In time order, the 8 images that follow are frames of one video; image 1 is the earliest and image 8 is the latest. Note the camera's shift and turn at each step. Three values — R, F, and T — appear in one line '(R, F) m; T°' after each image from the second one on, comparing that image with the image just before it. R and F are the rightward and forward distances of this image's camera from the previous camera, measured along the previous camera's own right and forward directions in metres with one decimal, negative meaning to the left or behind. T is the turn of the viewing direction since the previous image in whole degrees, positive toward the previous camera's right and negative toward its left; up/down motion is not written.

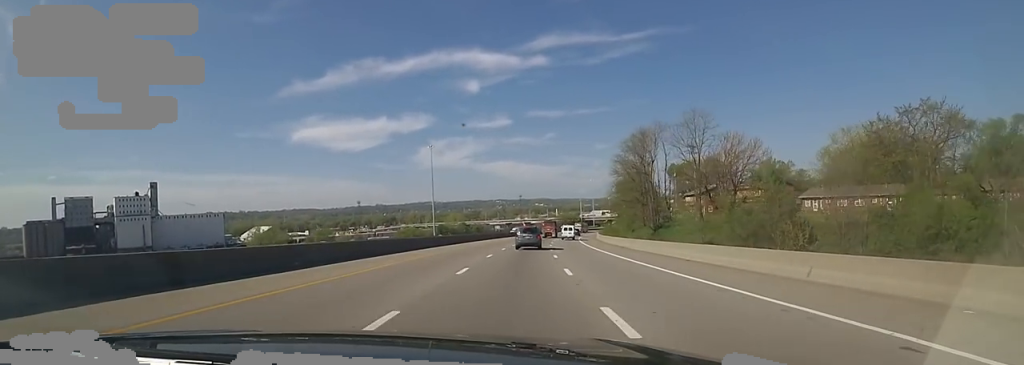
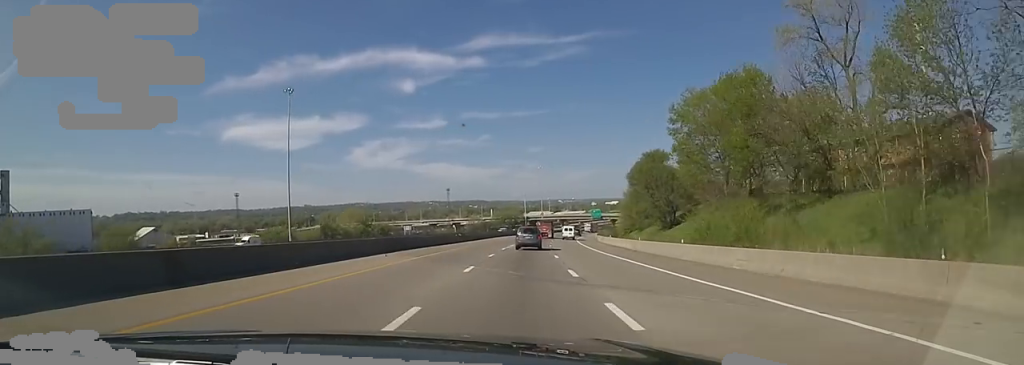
(+5.9, +78.4) m; +8°
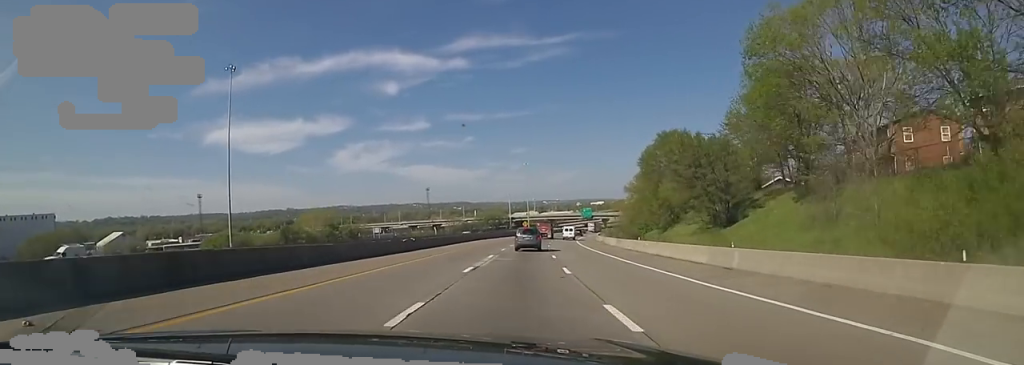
(+0.3, +19.0) m; +3°
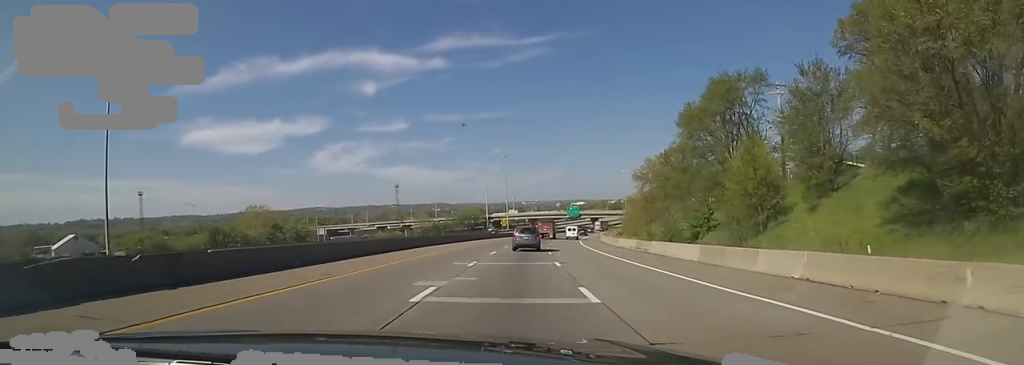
(+1.1, +27.1) m; +3°
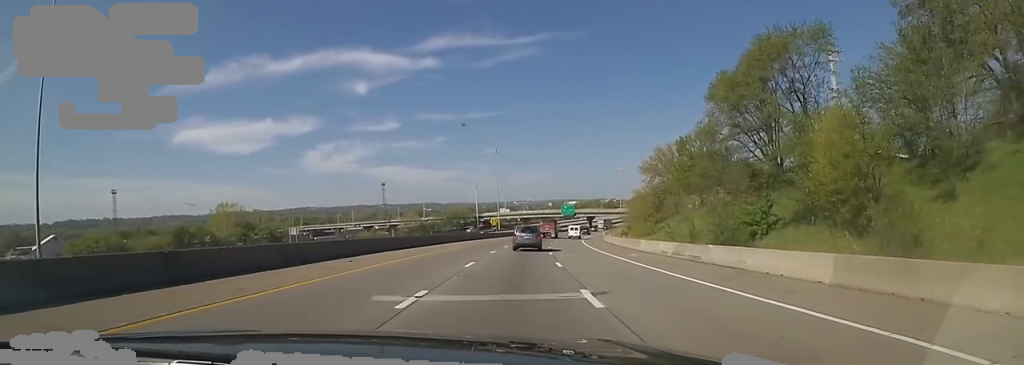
(+0.1, +10.8) m; +2°
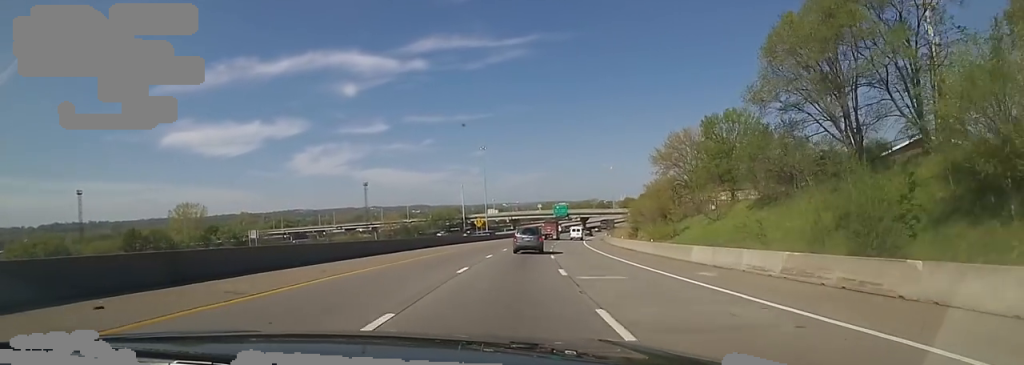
(-0.3, +12.6) m; +2°
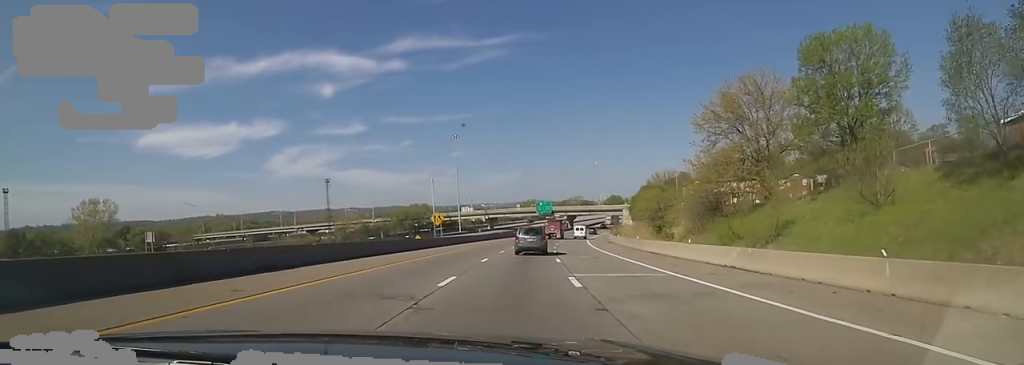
(+1.2, +23.3) m; +4°
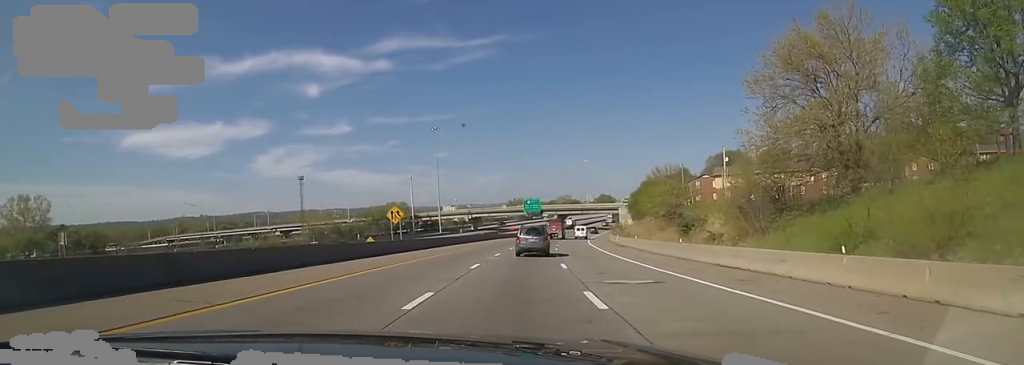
(+0.4, +13.4) m; +1°
